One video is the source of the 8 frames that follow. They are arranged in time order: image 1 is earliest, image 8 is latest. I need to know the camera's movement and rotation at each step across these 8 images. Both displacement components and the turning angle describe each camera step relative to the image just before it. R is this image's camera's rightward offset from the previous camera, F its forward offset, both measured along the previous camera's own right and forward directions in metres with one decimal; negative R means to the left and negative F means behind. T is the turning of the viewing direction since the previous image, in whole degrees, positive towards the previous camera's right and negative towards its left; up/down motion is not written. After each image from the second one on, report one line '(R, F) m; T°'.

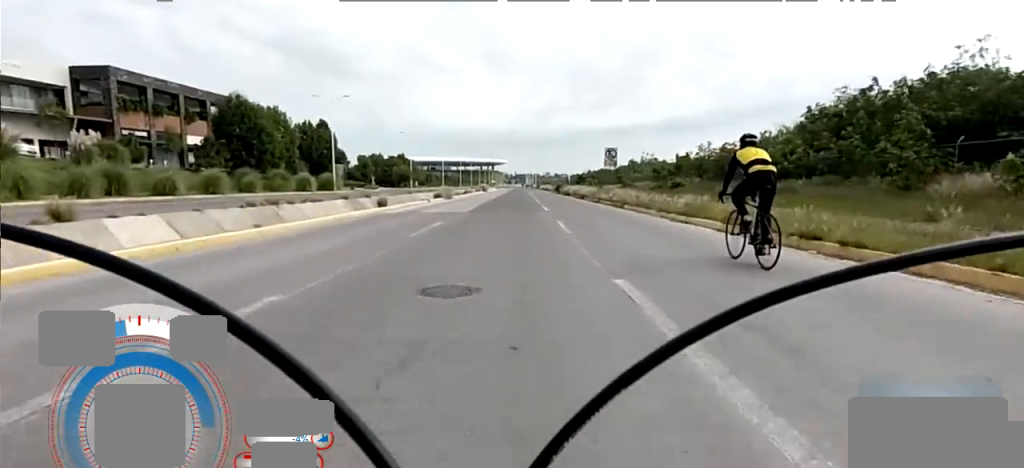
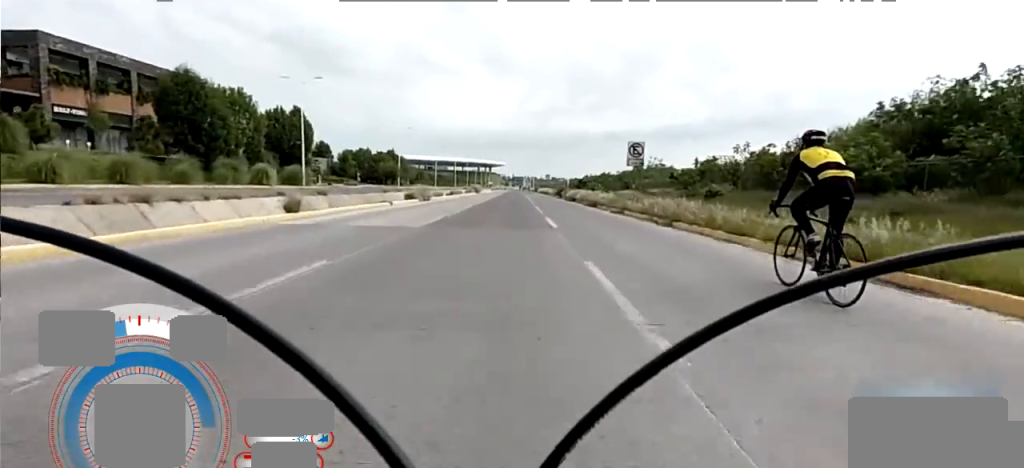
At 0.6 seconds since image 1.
(0.0, +9.0) m; 0°
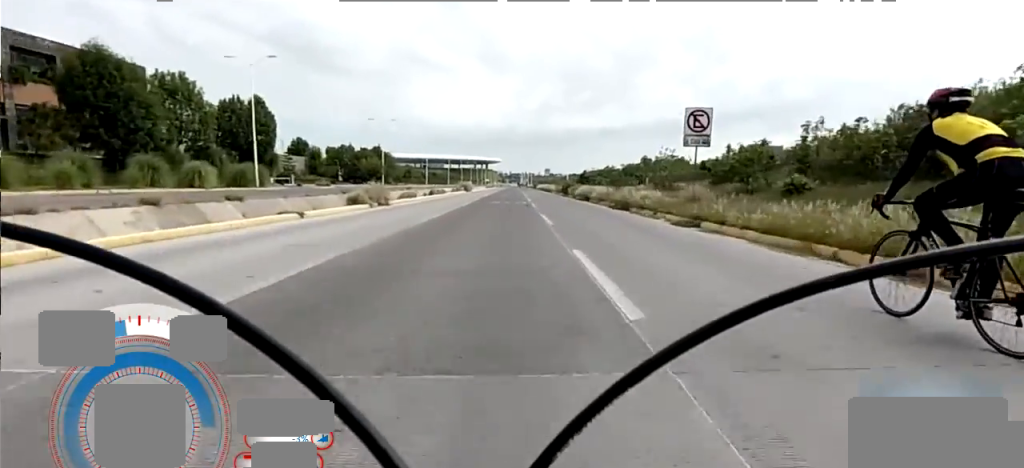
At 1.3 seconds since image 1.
(0.0, +10.6) m; 0°
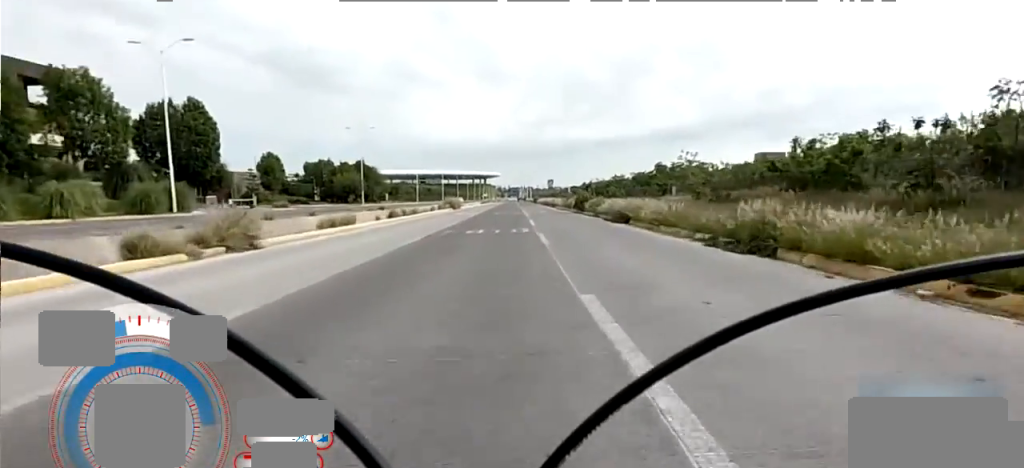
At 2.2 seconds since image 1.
(0.0, +13.0) m; +1°
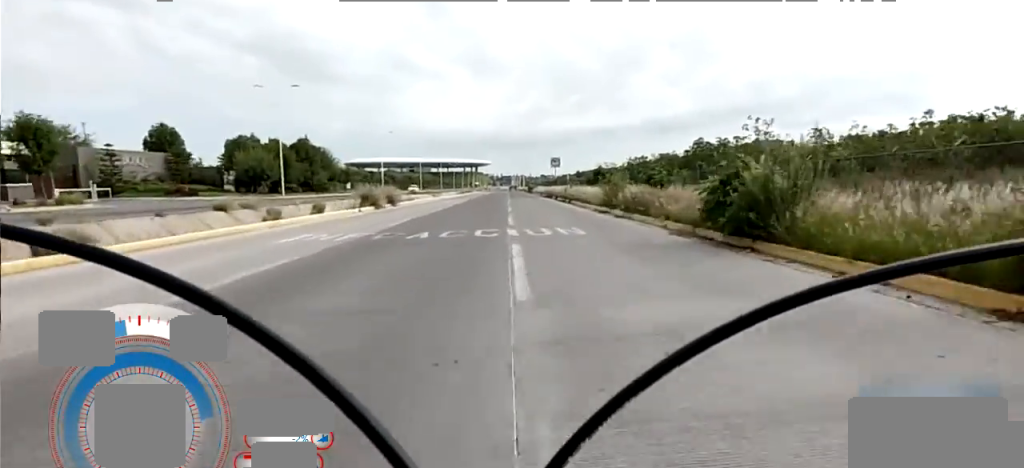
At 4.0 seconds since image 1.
(+1.3, +26.8) m; +4°
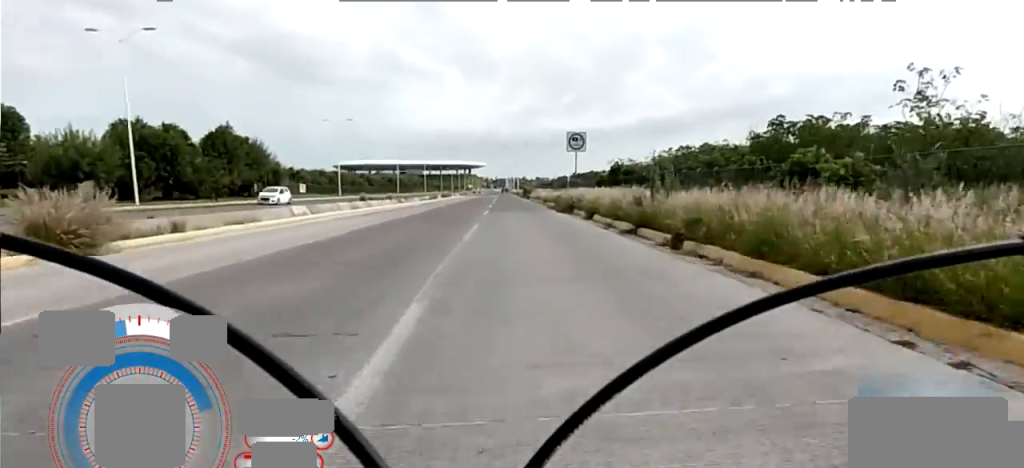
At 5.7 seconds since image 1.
(+0.1, +22.3) m; 0°
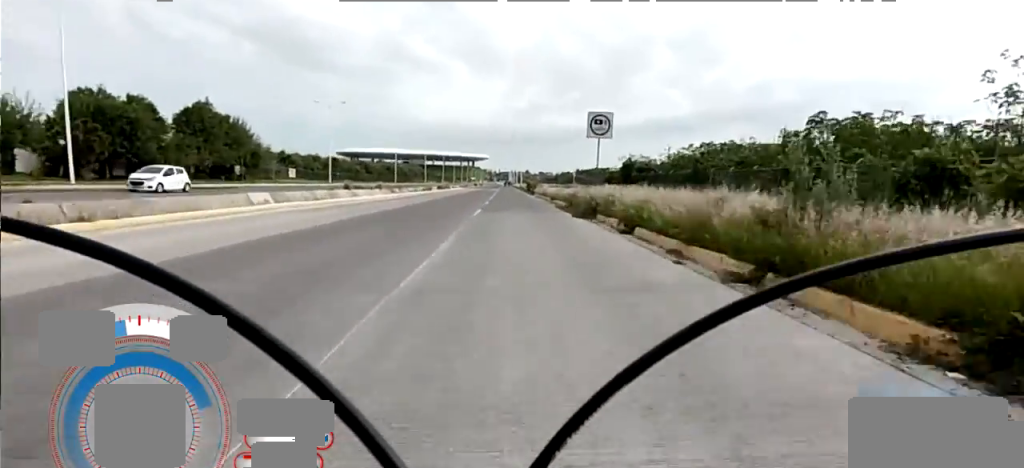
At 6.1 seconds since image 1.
(0.0, +5.5) m; 0°
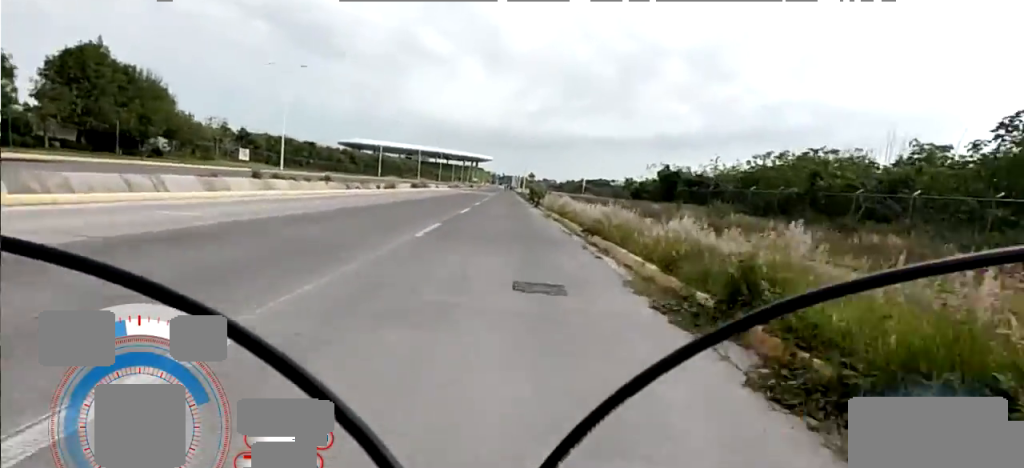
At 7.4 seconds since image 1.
(0.0, +15.8) m; 0°
